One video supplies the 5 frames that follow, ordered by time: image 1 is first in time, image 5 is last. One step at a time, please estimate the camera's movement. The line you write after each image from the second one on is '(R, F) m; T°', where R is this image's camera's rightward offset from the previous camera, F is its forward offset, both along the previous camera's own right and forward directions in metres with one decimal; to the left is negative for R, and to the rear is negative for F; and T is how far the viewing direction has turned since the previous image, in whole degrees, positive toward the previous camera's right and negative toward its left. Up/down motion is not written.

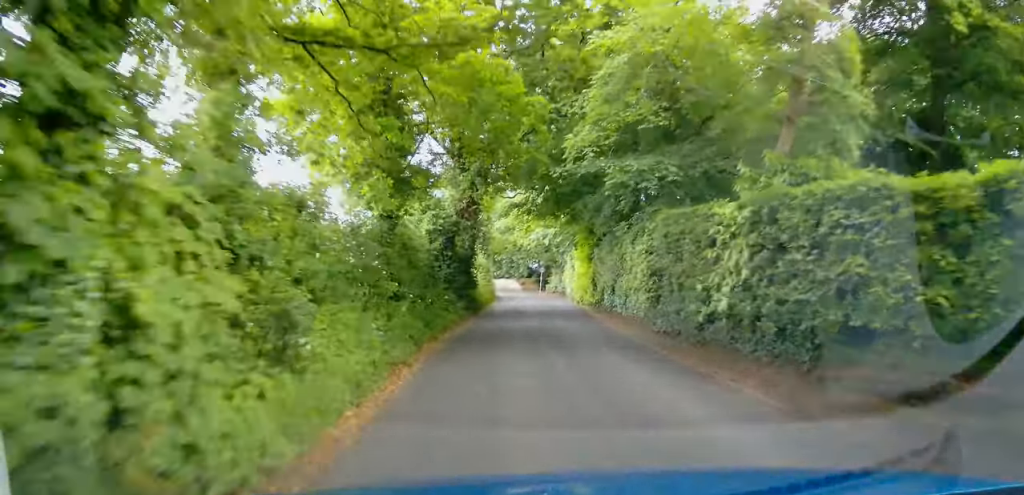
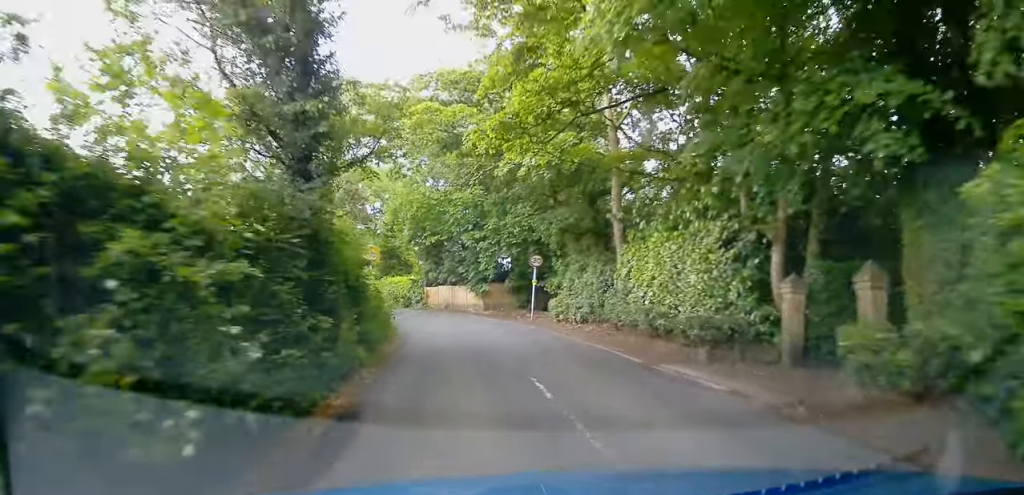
(+0.8, +38.4) m; -1°
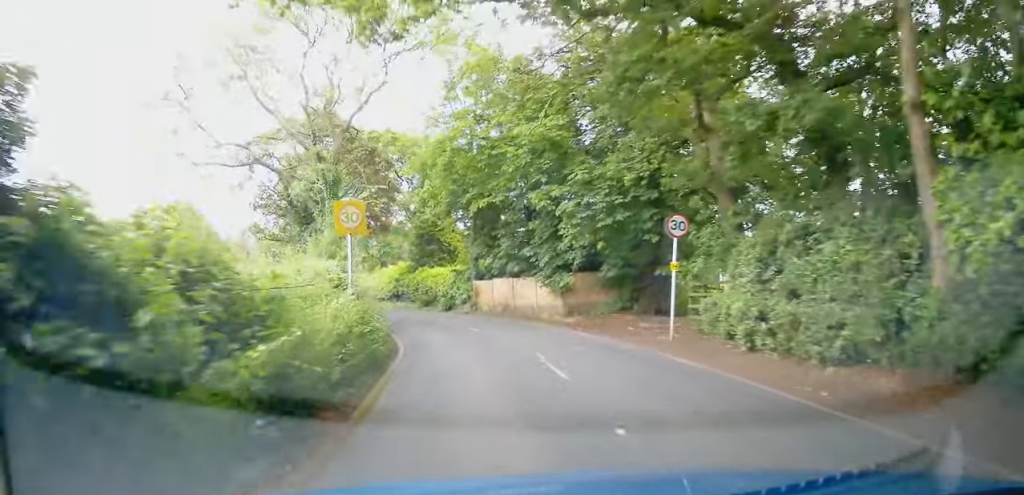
(0.0, +13.0) m; -1°
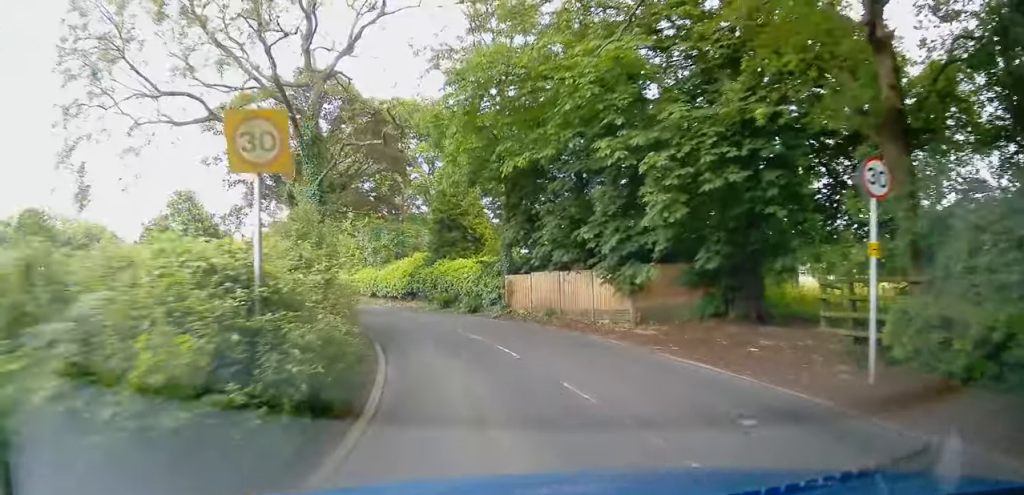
(0.0, +7.0) m; -1°
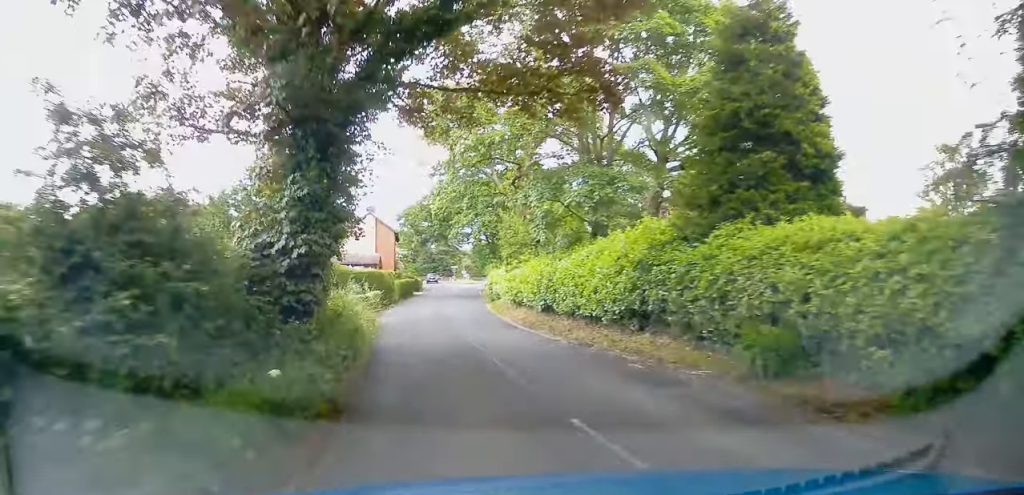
(-2.1, +20.3) m; -16°
